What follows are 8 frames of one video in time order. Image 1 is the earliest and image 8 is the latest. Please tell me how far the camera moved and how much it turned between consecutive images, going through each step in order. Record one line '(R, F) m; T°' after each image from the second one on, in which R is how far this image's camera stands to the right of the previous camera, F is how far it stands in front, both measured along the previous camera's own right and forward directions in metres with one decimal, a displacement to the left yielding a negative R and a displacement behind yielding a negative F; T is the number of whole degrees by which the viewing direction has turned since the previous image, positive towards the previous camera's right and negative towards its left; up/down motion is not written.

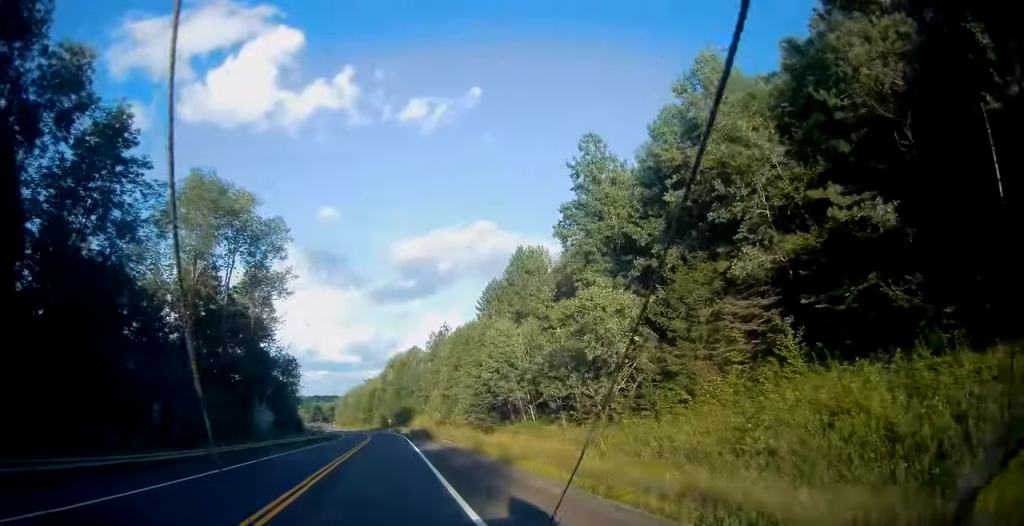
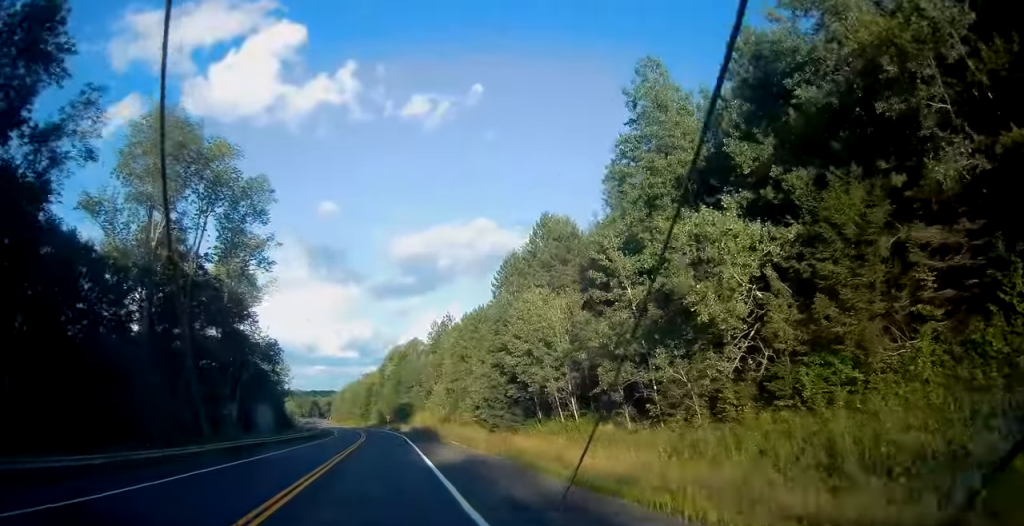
(0.0, +11.4) m; +1°
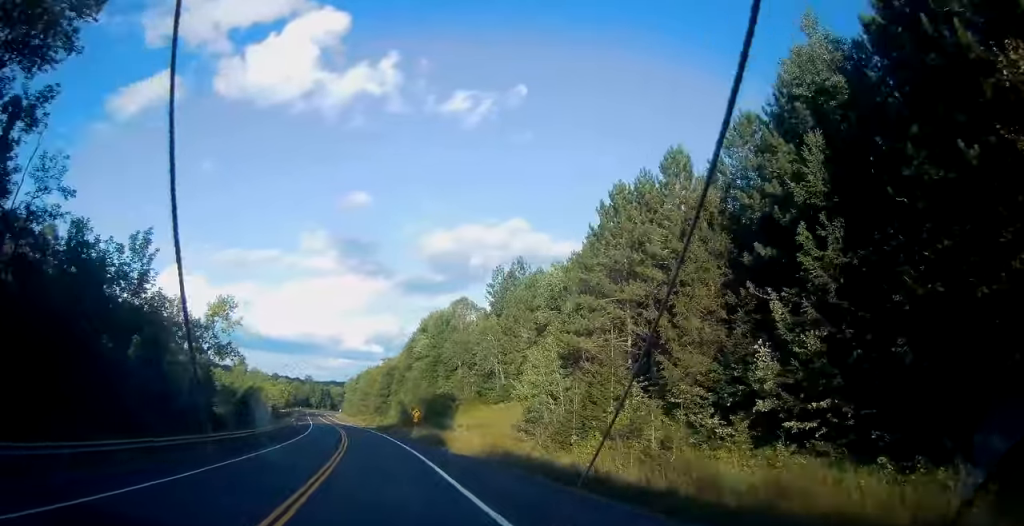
(+0.4, +58.4) m; -1°
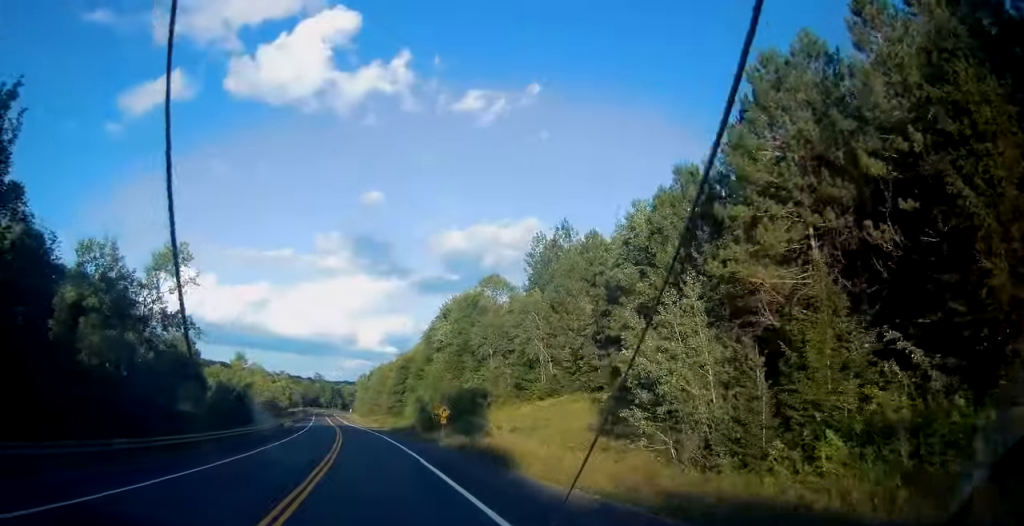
(0.0, +19.0) m; -1°
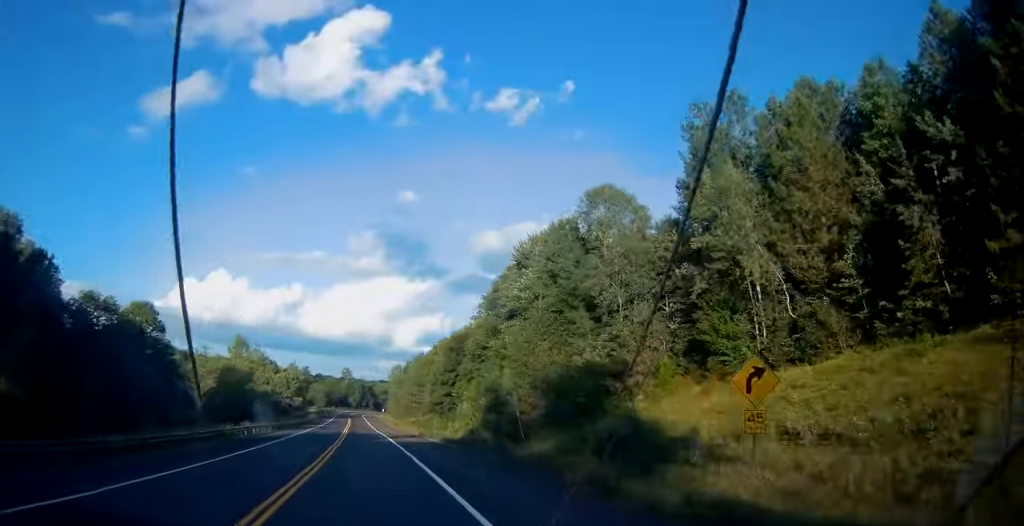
(-1.0, +38.7) m; -3°
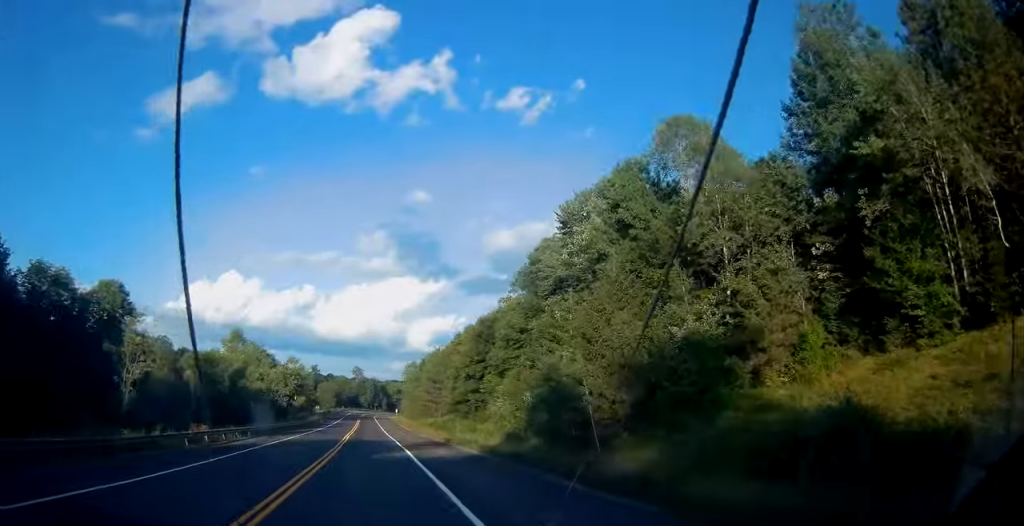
(-0.1, +15.5) m; -1°
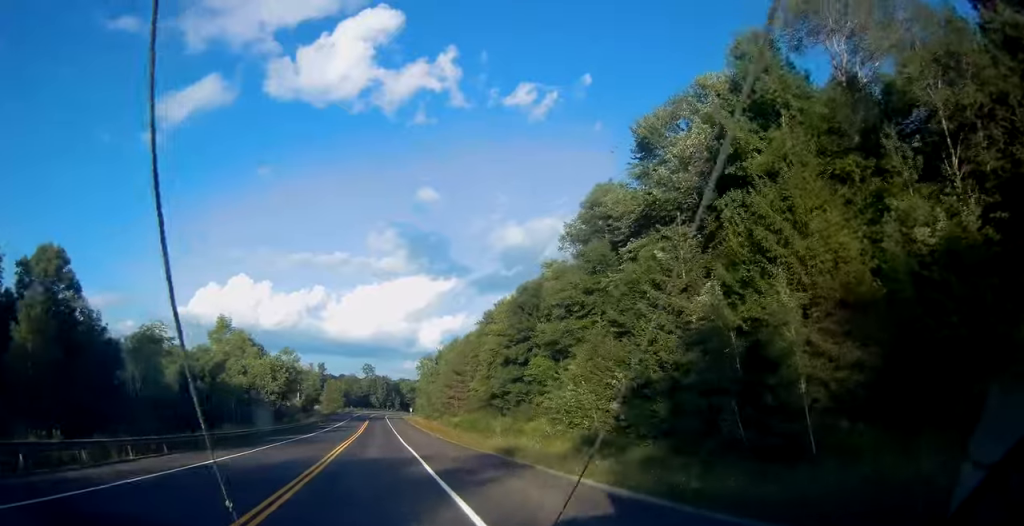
(-0.3, +18.7) m; -1°
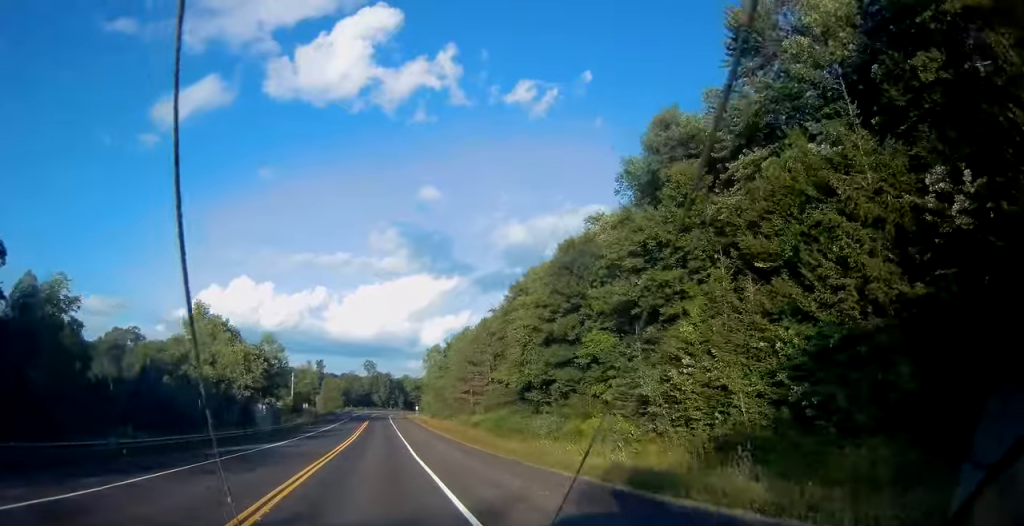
(-0.1, +15.5) m; -1°
